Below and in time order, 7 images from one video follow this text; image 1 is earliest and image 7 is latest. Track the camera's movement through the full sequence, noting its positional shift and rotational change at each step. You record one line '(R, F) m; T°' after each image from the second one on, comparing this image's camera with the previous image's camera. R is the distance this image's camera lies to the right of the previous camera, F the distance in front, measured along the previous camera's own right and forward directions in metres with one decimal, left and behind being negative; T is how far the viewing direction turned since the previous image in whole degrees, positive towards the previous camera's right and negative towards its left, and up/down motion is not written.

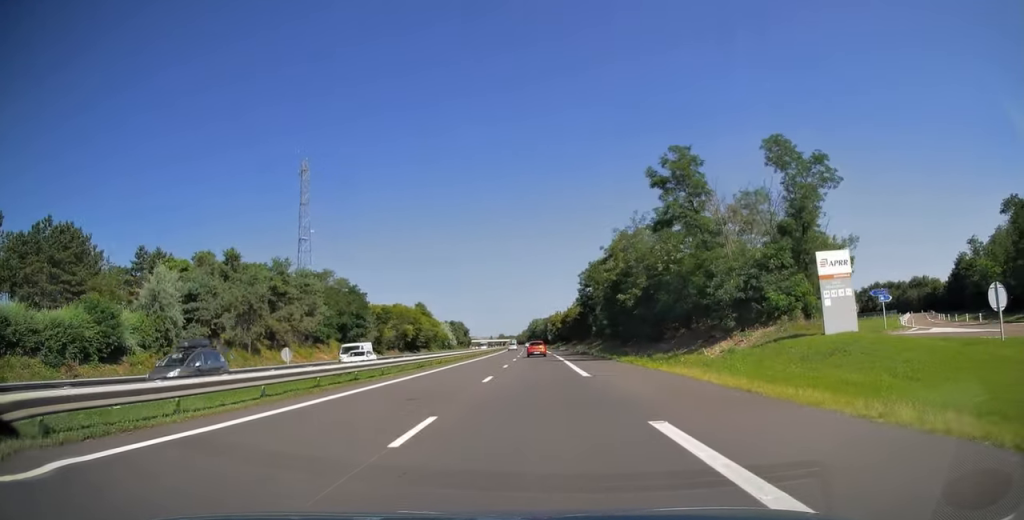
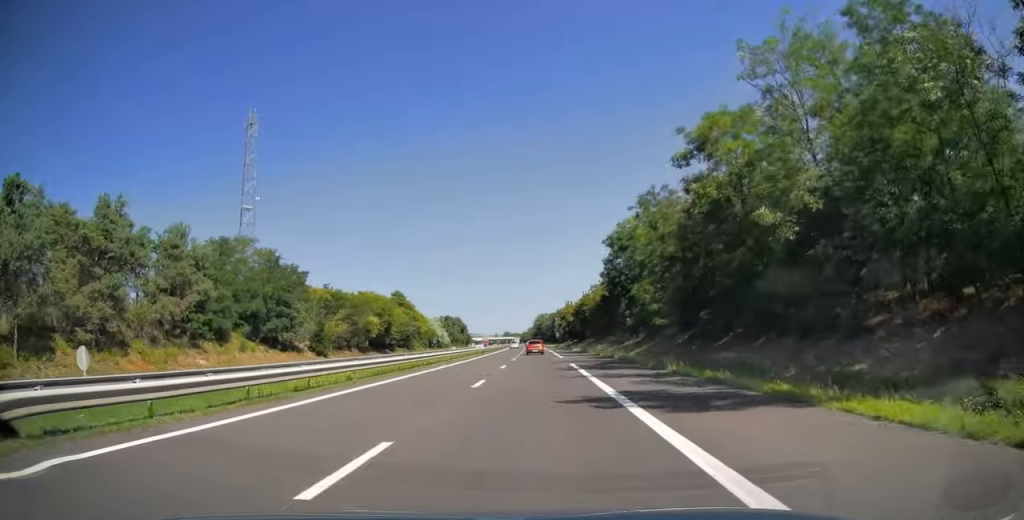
(-0.1, +29.1) m; 0°
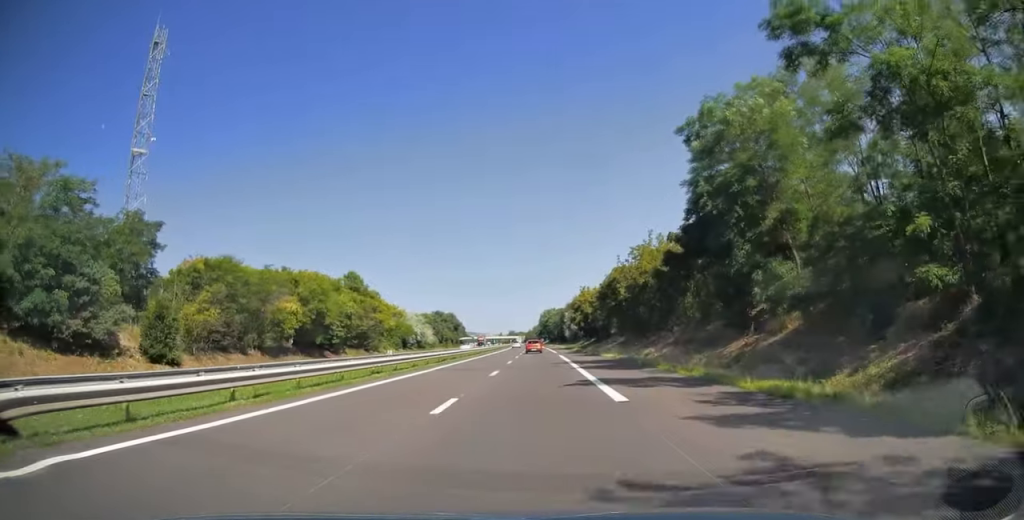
(-0.1, +32.8) m; 0°
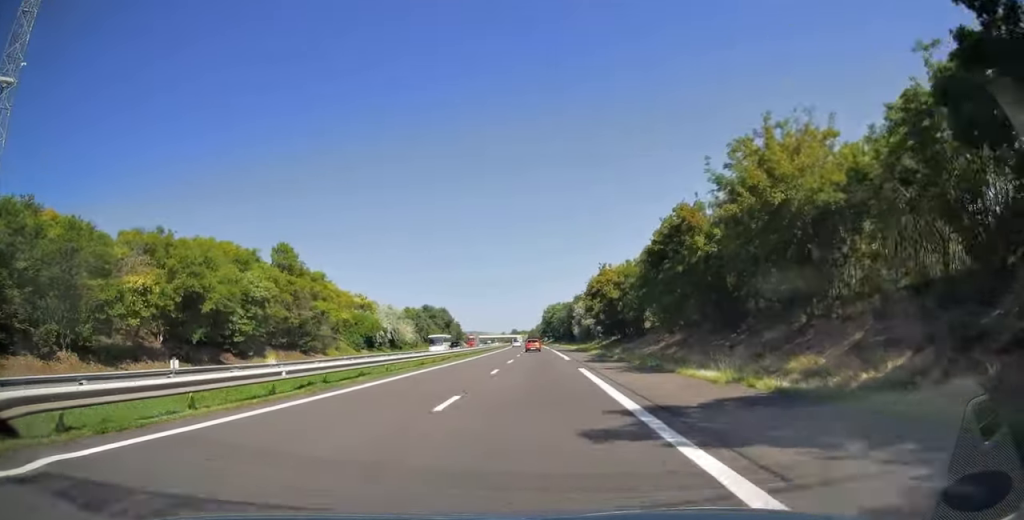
(-0.1, +25.9) m; 0°
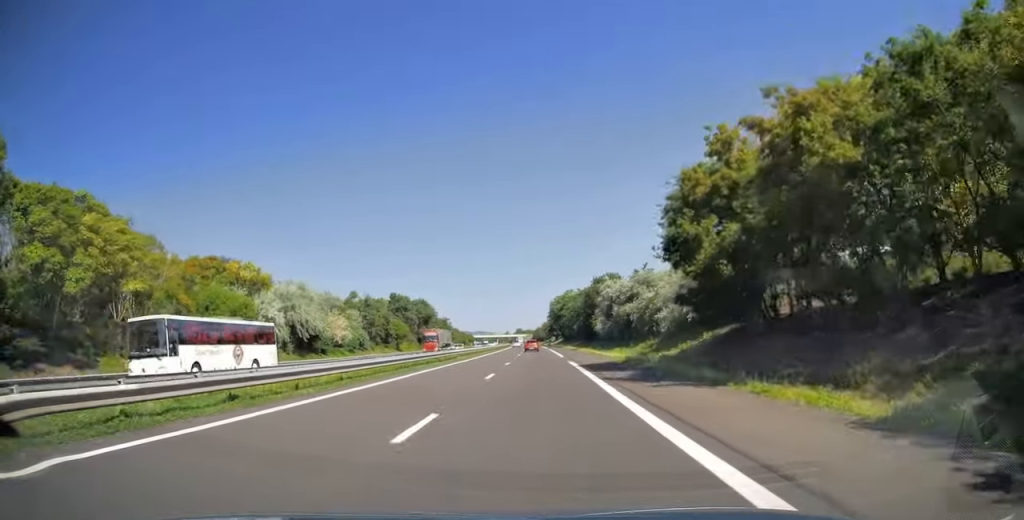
(-0.4, +42.6) m; -1°
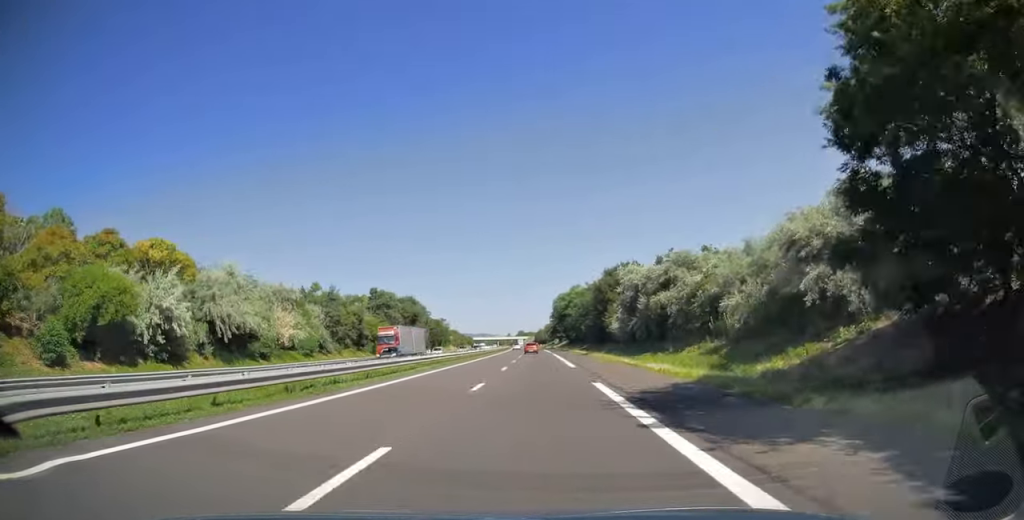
(-0.1, +16.7) m; 0°
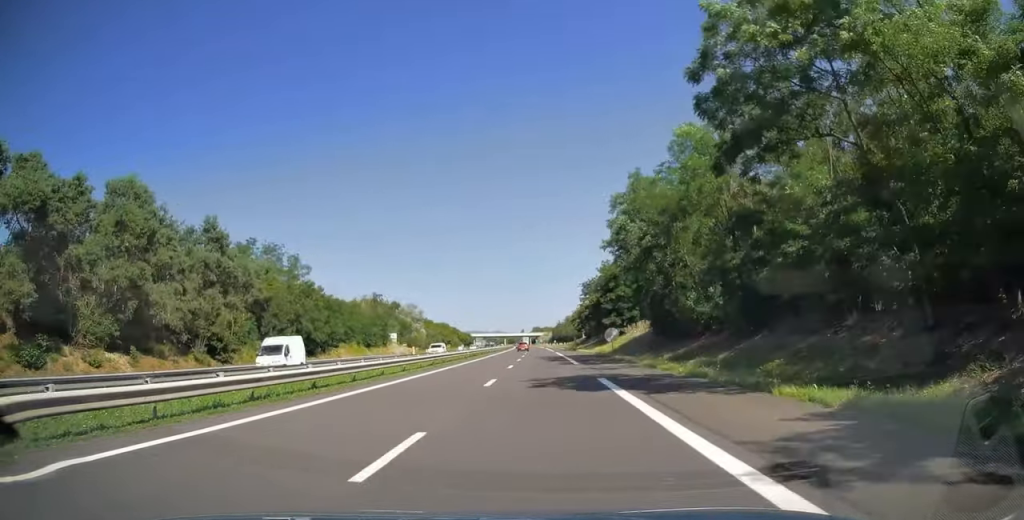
(-1.1, +102.7) m; -1°
